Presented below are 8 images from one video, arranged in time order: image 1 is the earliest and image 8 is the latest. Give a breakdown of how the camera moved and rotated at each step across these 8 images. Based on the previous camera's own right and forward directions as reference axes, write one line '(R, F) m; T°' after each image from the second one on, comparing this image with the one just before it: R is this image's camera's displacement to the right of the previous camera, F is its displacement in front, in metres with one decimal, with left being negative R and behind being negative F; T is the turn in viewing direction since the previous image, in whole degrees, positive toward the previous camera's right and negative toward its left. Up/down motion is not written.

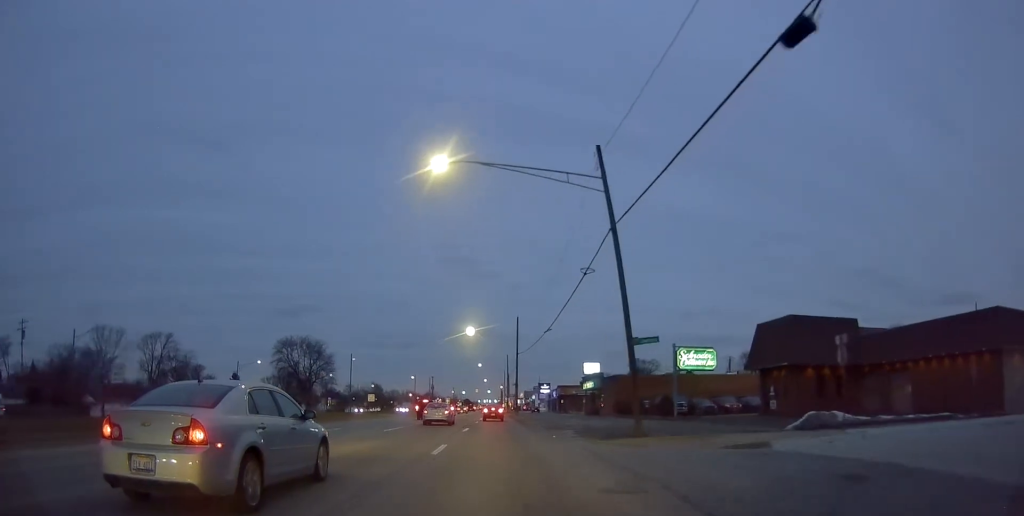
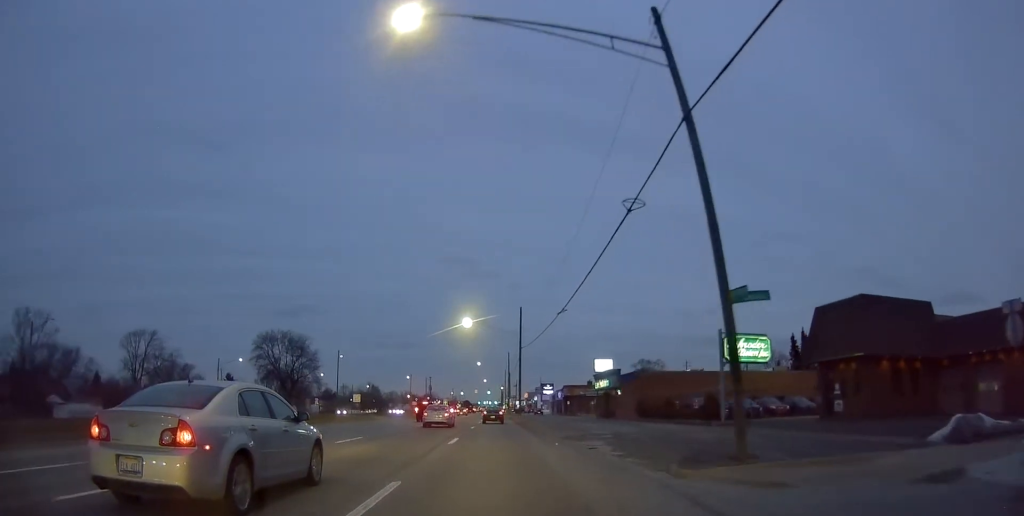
(+0.3, +8.8) m; +1°
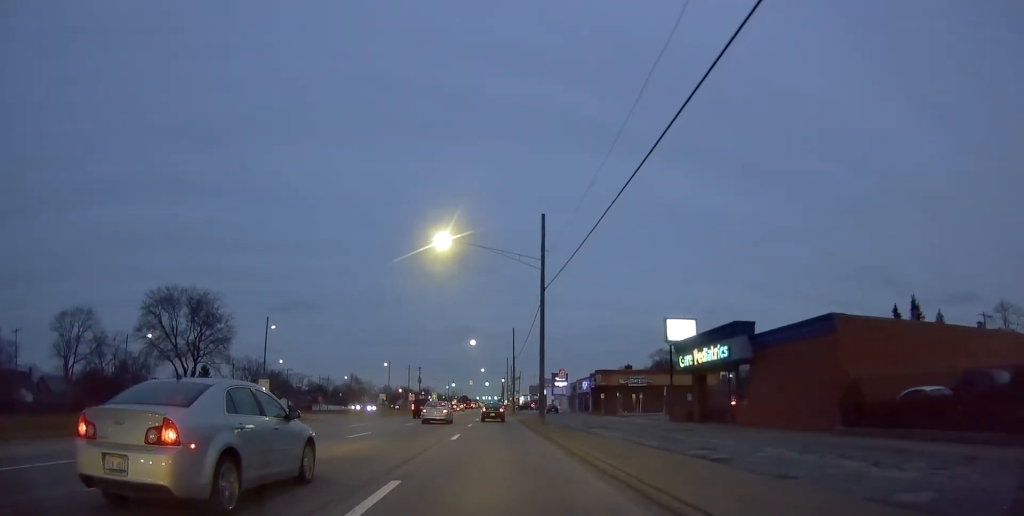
(-0.1, +30.7) m; -1°
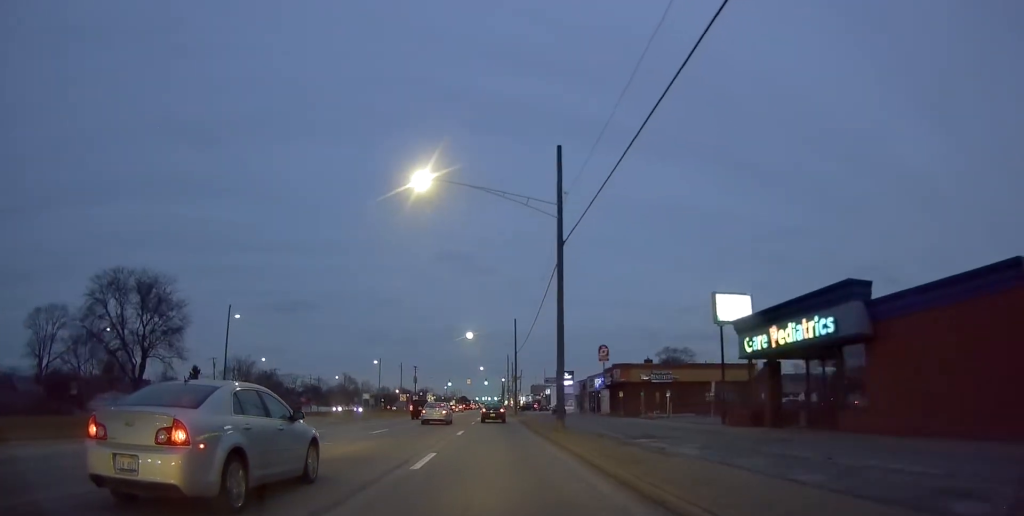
(+0.2, +9.9) m; -1°
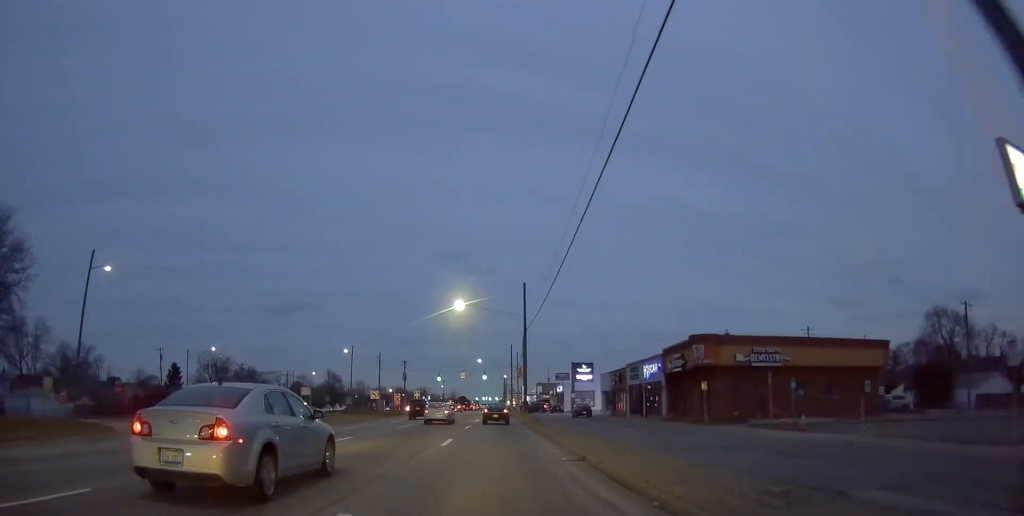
(-0.5, +22.6) m; 0°
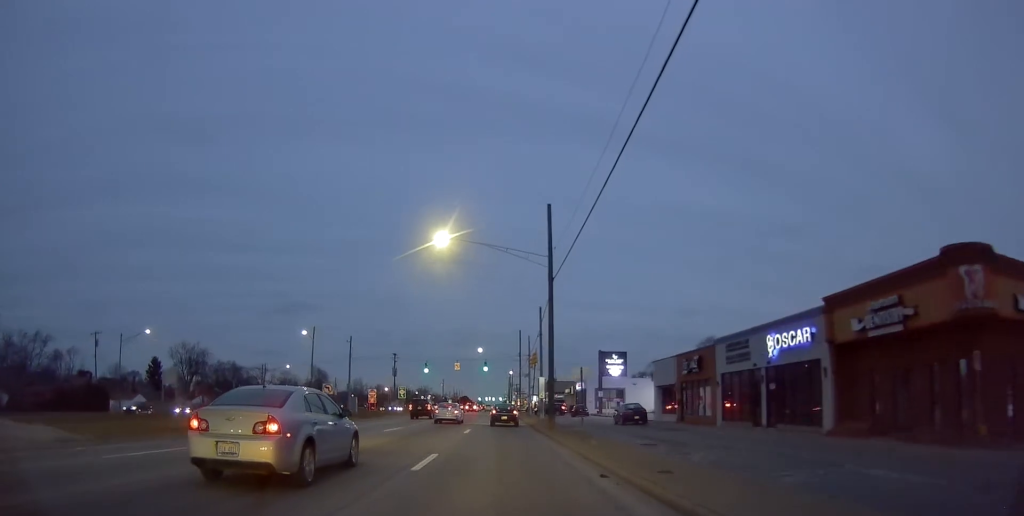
(+0.2, +21.7) m; -1°
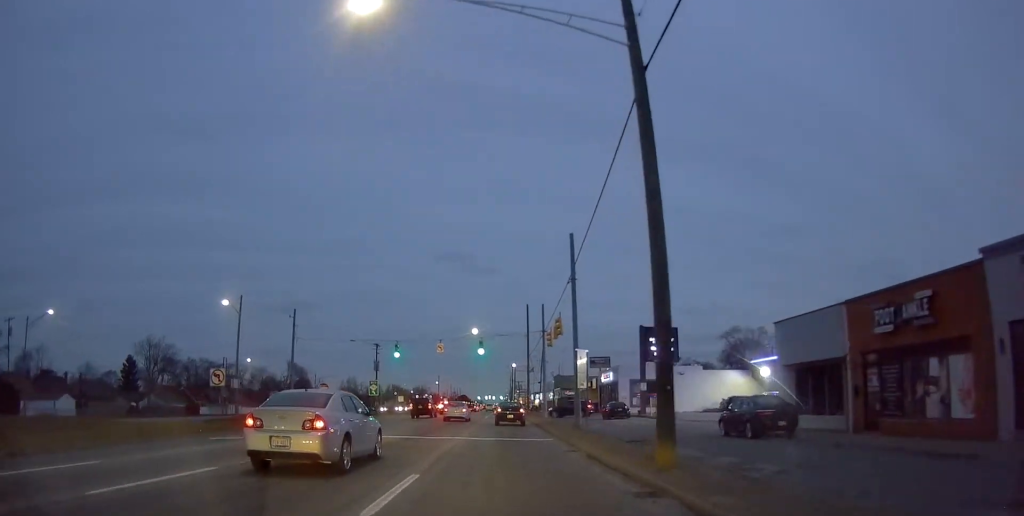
(-0.2, +21.3) m; +1°
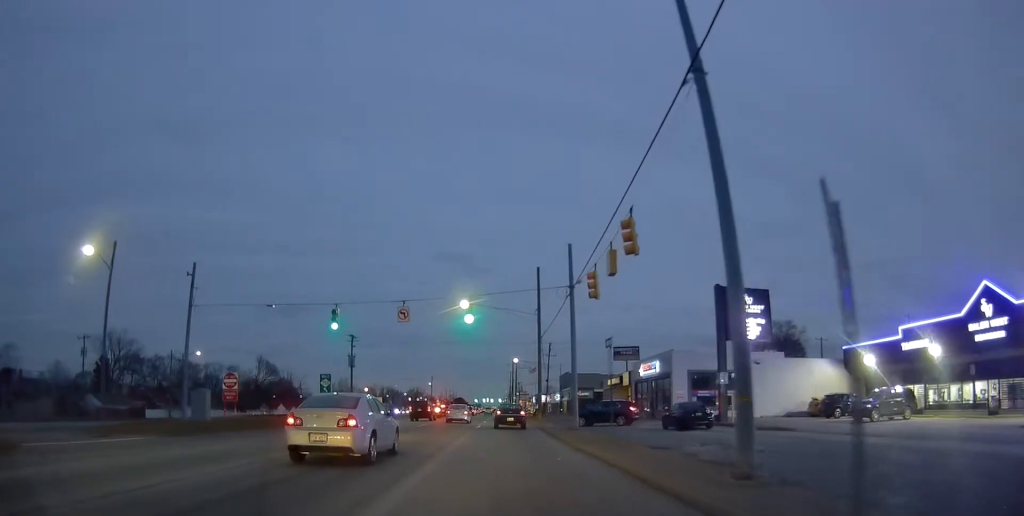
(+0.5, +19.2) m; 0°
